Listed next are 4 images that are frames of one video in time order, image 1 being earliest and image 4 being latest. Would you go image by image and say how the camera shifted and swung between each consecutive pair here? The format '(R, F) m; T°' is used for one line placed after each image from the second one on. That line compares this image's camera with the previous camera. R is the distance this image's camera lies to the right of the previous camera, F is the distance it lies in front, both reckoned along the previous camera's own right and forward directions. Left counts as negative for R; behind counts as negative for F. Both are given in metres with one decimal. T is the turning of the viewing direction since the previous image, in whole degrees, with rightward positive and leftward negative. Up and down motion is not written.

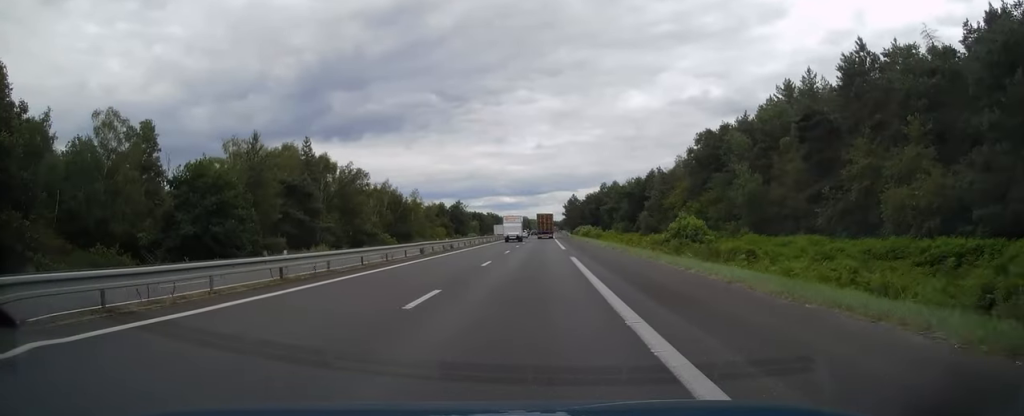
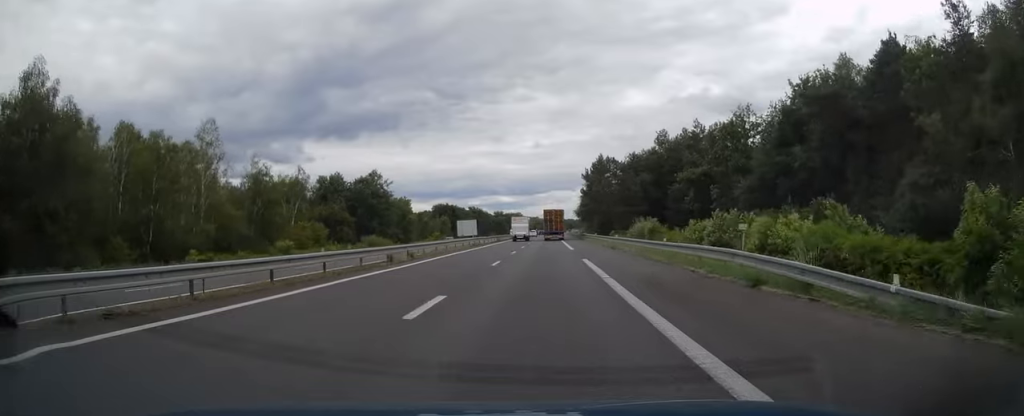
(+0.3, +105.3) m; 0°
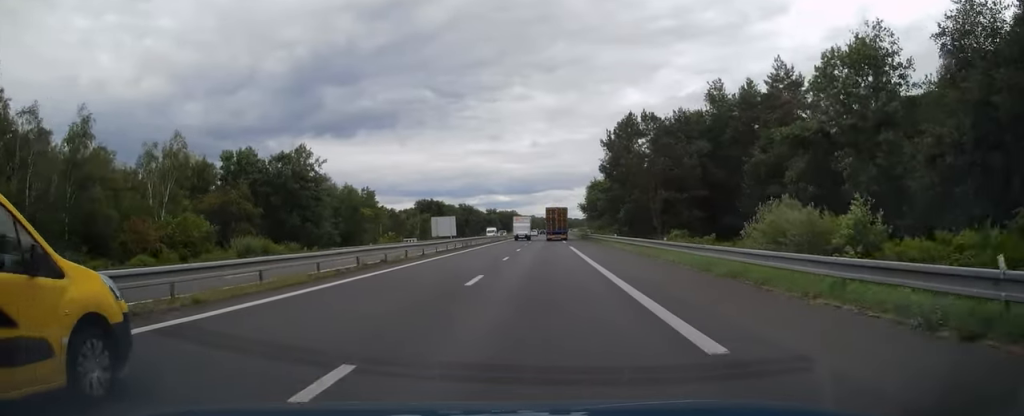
(+0.1, +33.0) m; 0°
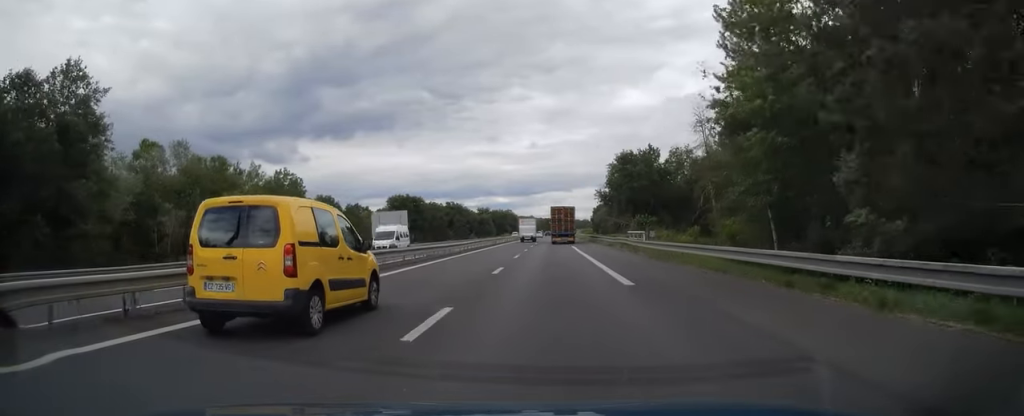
(+0.1, +43.8) m; 0°
